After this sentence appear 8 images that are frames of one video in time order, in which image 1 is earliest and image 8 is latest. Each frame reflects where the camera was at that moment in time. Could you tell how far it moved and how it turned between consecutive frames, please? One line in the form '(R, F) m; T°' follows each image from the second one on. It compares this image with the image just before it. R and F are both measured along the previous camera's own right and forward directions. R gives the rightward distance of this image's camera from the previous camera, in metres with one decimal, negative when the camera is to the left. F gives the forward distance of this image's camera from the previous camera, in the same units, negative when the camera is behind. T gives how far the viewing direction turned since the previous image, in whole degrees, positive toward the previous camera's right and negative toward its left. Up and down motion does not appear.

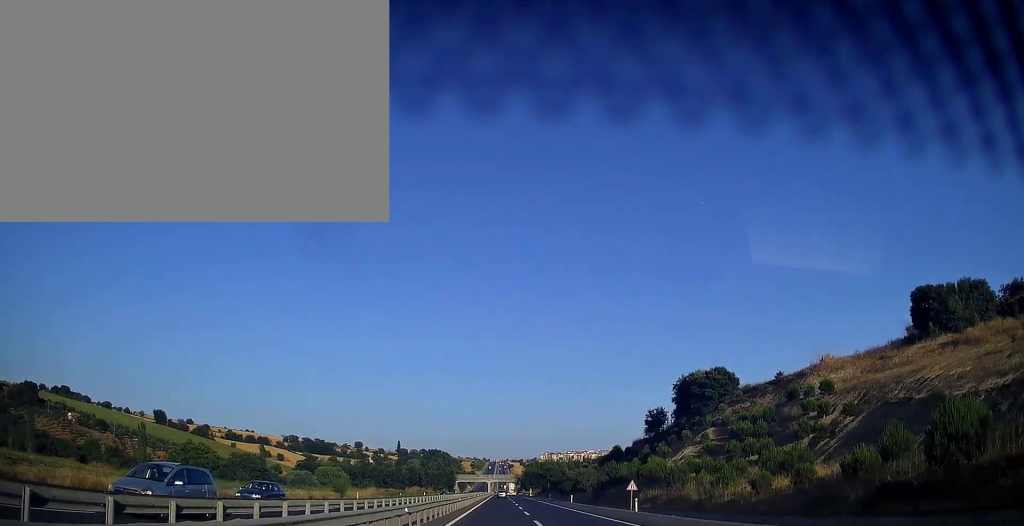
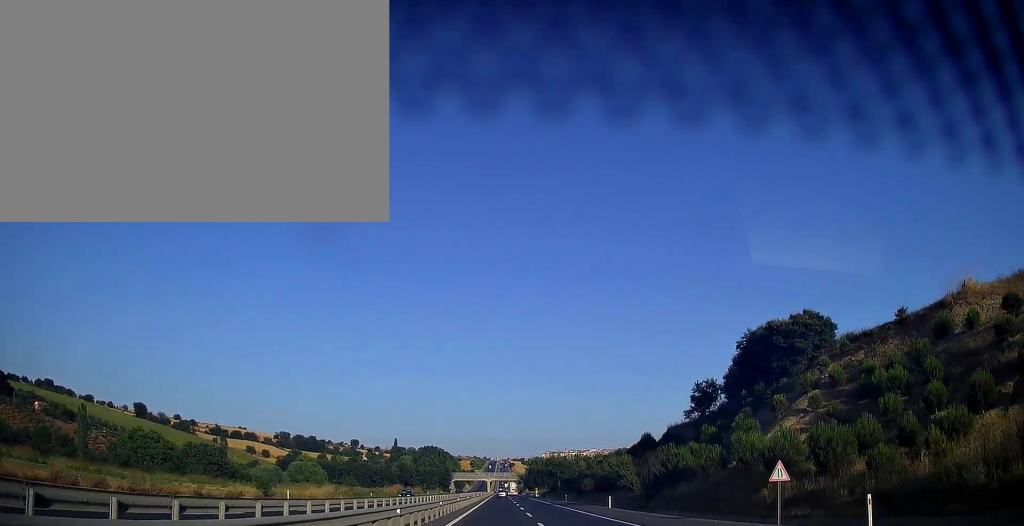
(0.0, +26.0) m; 0°
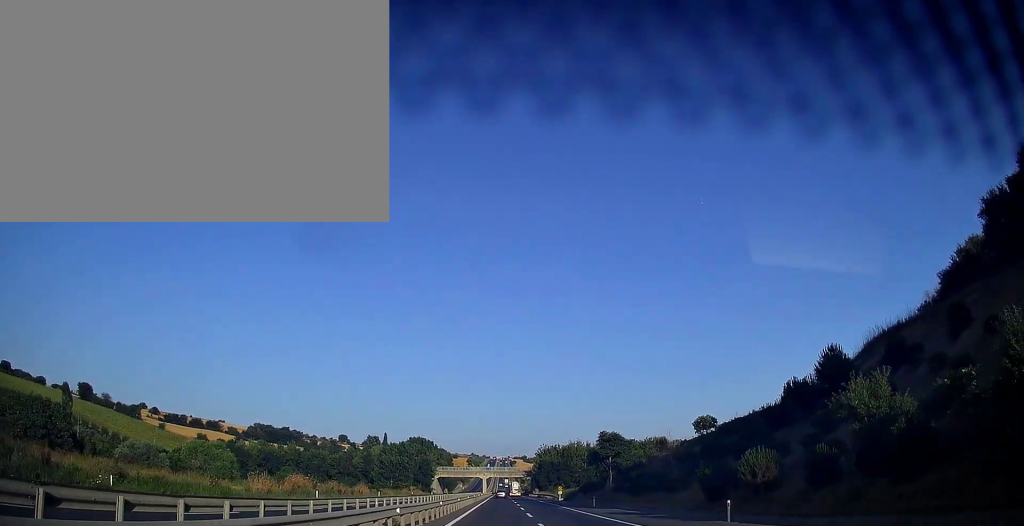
(+0.1, +59.9) m; 0°
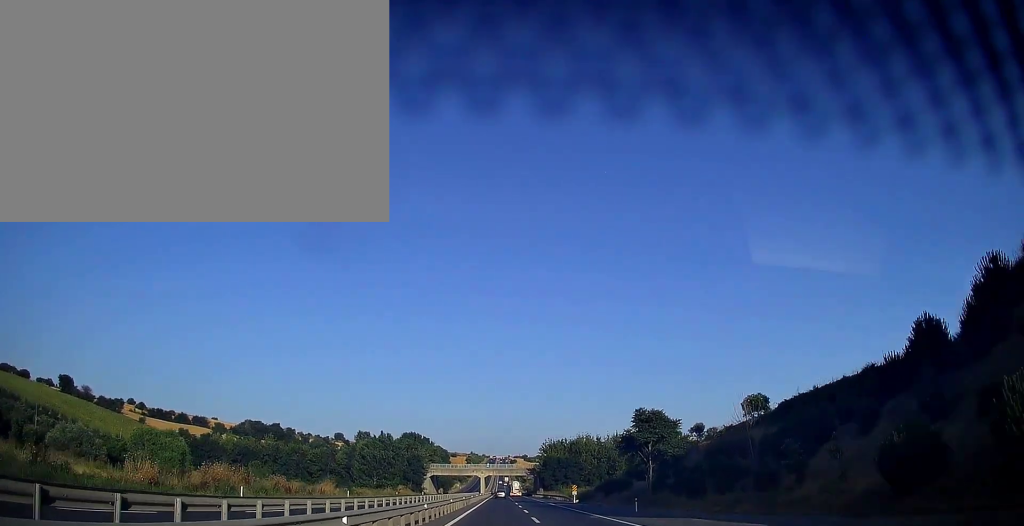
(-0.1, +18.1) m; 0°
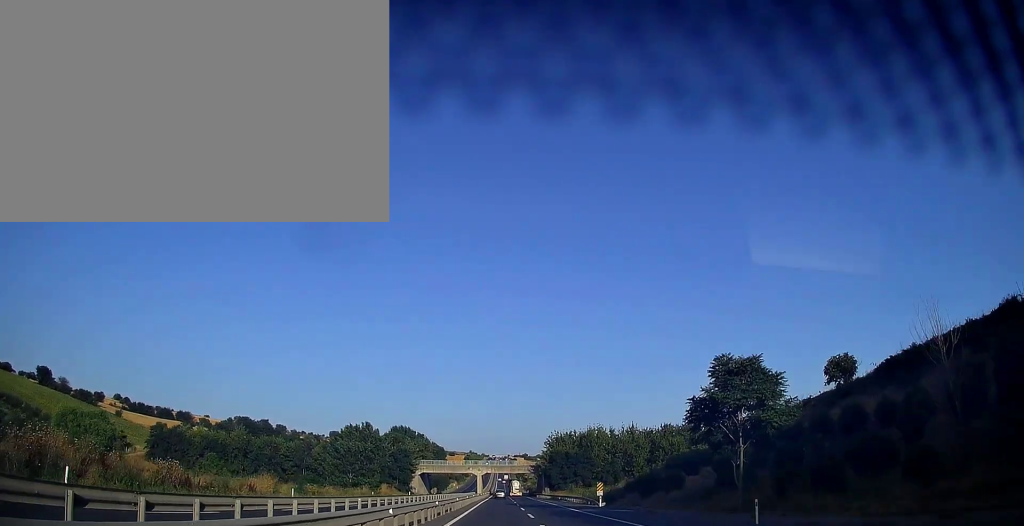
(0.0, +20.3) m; 0°
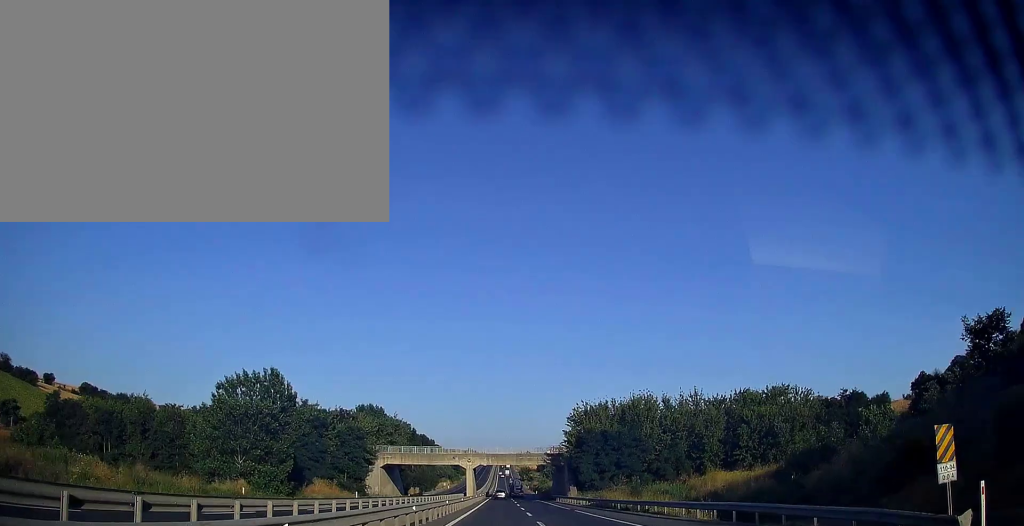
(0.0, +43.0) m; 0°
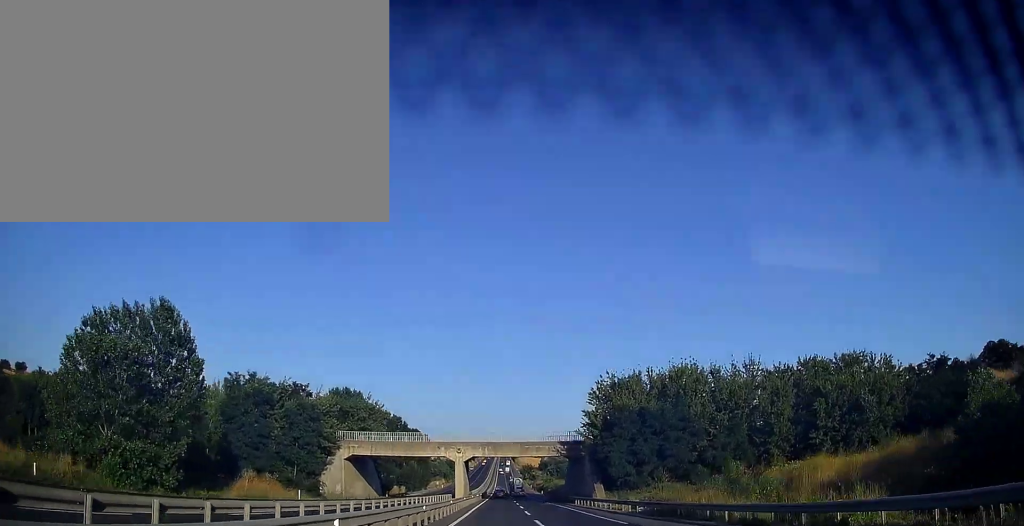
(0.0, +21.5) m; 0°
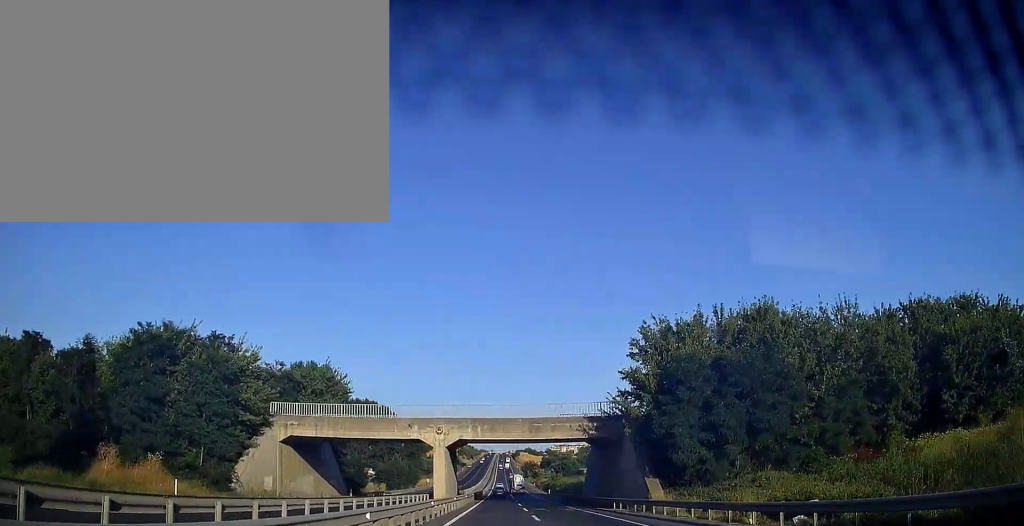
(+0.1, +22.7) m; 0°
